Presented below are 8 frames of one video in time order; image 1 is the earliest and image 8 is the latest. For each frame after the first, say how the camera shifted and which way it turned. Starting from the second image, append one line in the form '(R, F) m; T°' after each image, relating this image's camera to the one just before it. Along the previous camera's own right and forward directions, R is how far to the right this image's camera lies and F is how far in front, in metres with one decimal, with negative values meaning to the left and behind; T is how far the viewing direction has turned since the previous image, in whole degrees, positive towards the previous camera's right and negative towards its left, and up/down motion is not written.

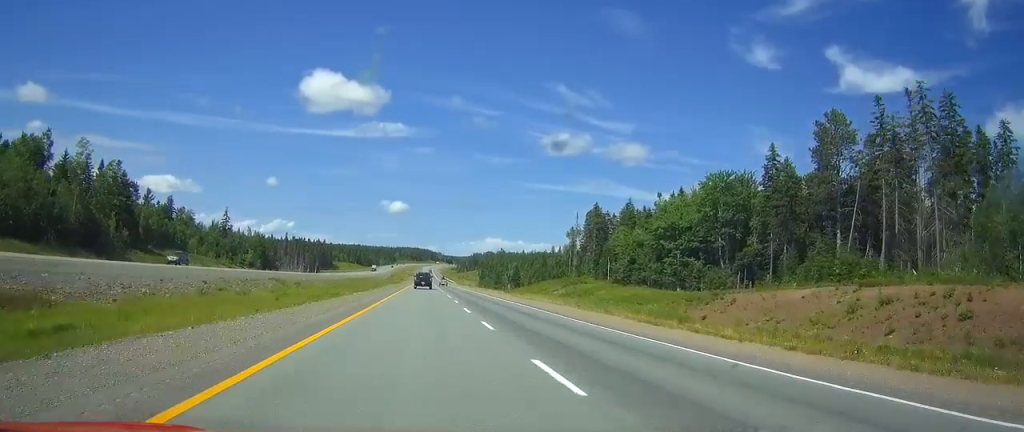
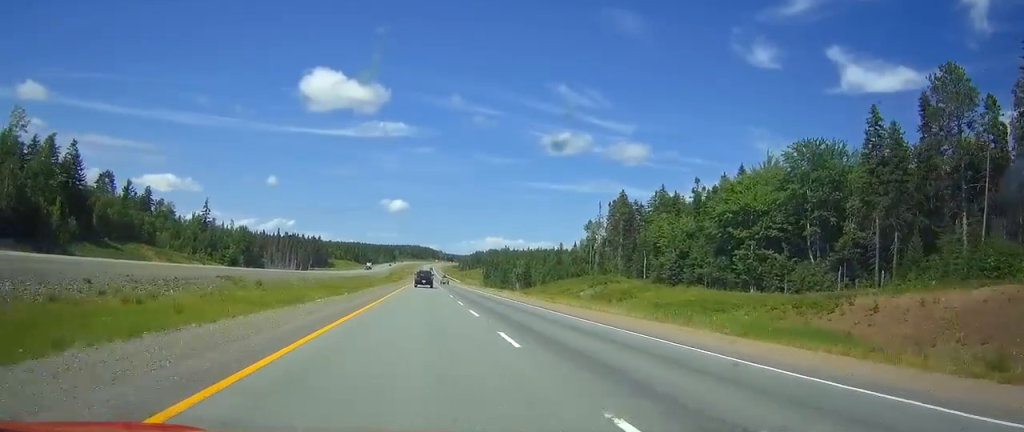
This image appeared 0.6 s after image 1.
(0.0, +22.5) m; 0°
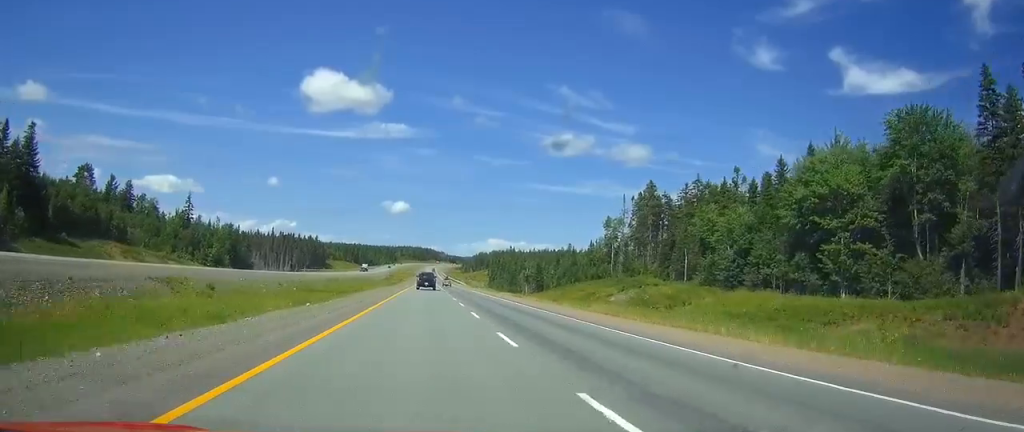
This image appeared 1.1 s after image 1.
(0.0, +17.7) m; 0°
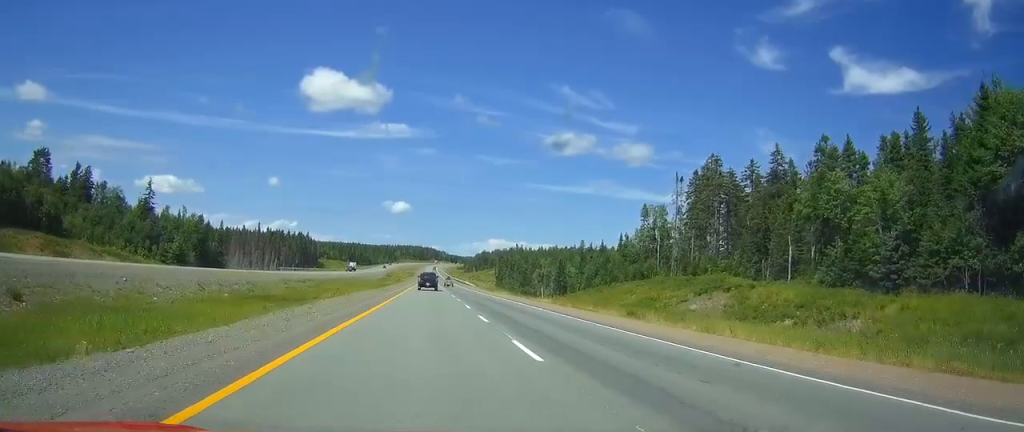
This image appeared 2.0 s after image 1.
(-0.1, +29.6) m; 0°
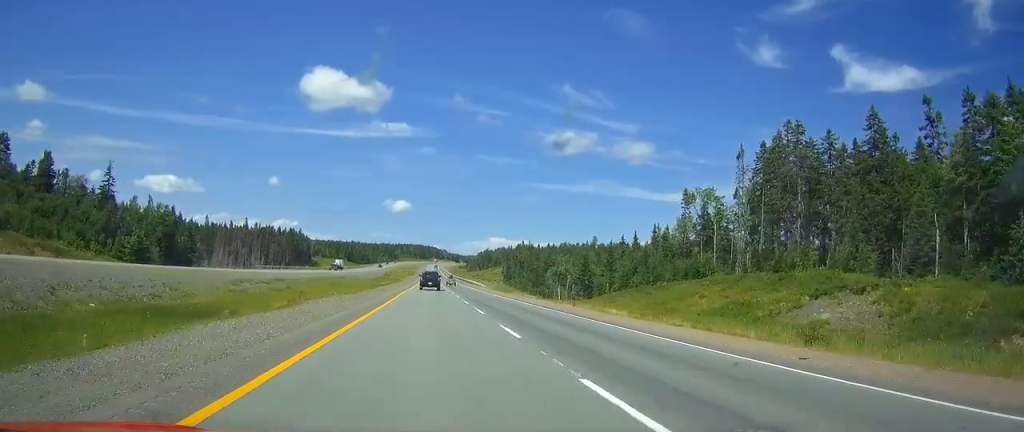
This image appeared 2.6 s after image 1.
(0.0, +23.8) m; 0°
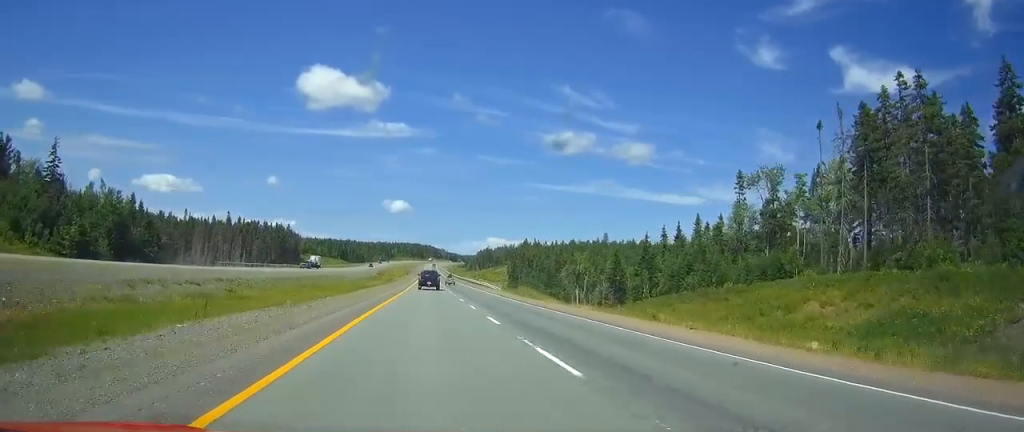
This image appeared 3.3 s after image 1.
(0.0, +23.8) m; 0°
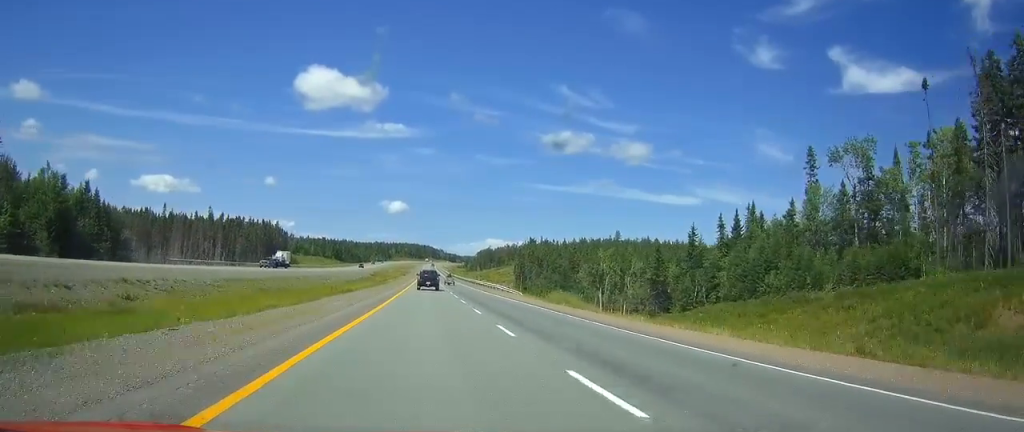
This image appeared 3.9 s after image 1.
(+0.1, +21.5) m; 0°
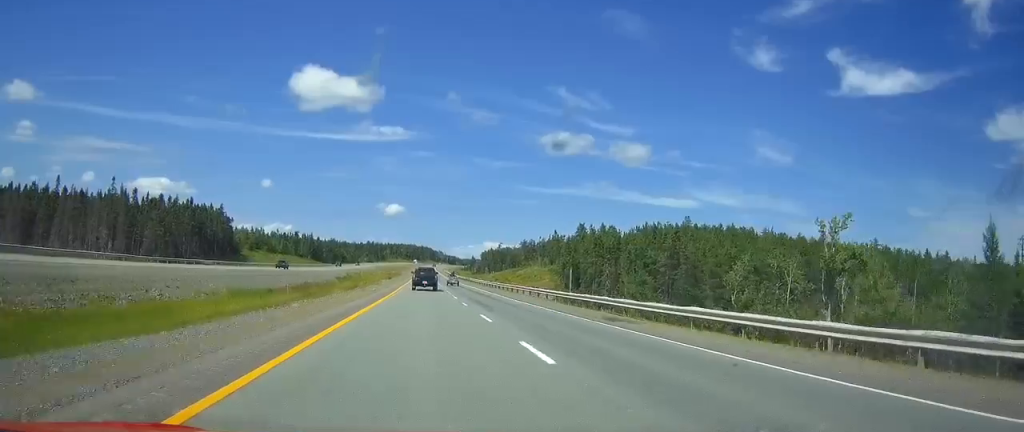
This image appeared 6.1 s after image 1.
(-0.2, +78.6) m; 0°
